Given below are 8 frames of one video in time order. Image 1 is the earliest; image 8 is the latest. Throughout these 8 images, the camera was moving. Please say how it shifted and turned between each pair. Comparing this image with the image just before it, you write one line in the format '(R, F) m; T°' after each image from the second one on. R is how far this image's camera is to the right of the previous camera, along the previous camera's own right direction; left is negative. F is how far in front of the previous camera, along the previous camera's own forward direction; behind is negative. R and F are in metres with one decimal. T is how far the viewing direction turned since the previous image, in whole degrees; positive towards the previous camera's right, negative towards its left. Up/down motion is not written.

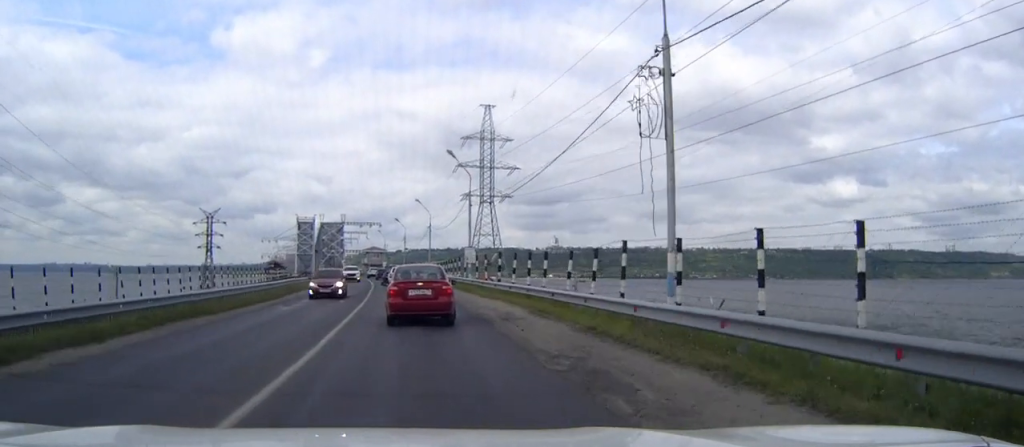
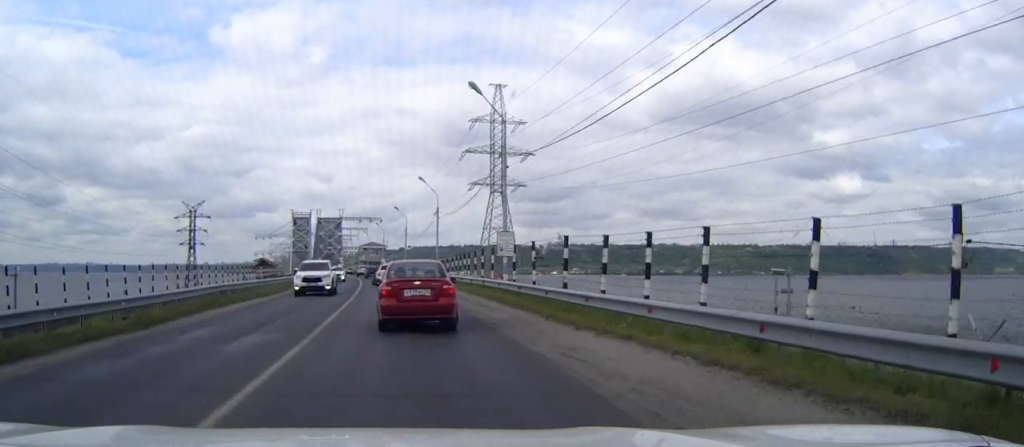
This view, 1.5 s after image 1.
(0.0, +17.6) m; 0°
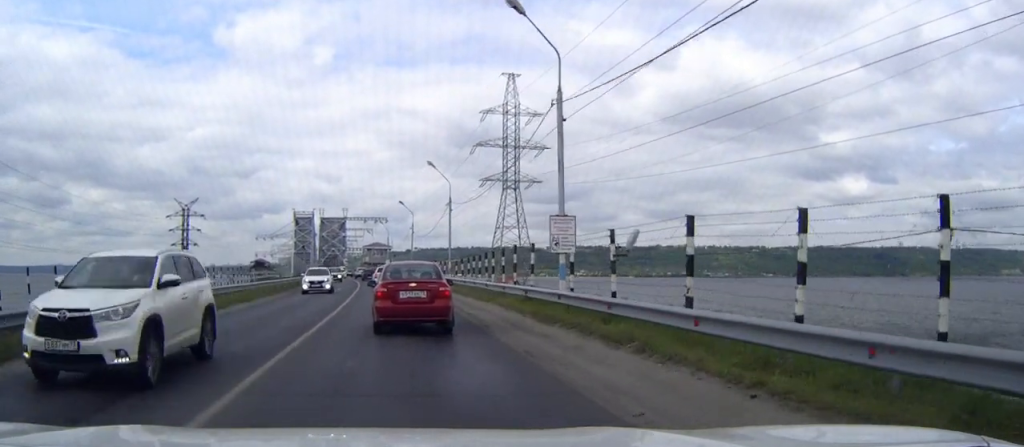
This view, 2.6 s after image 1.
(-0.1, +10.6) m; -1°
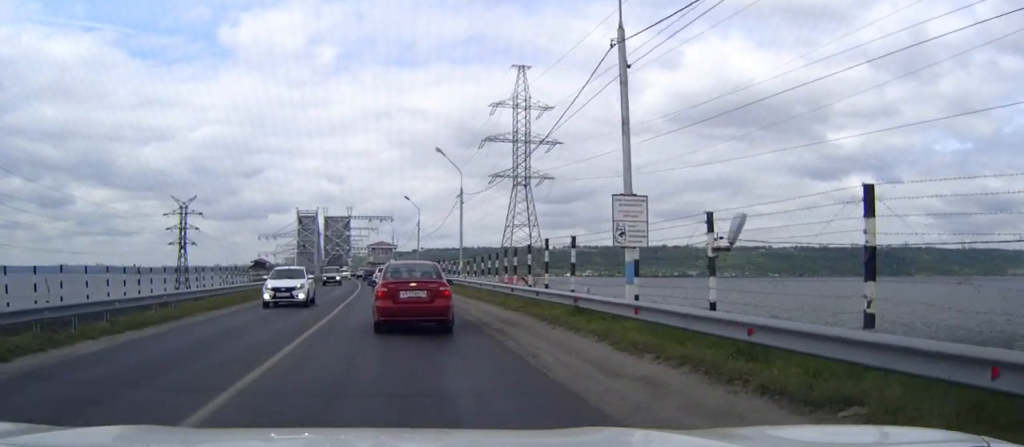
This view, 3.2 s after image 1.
(0.0, +5.7) m; 0°
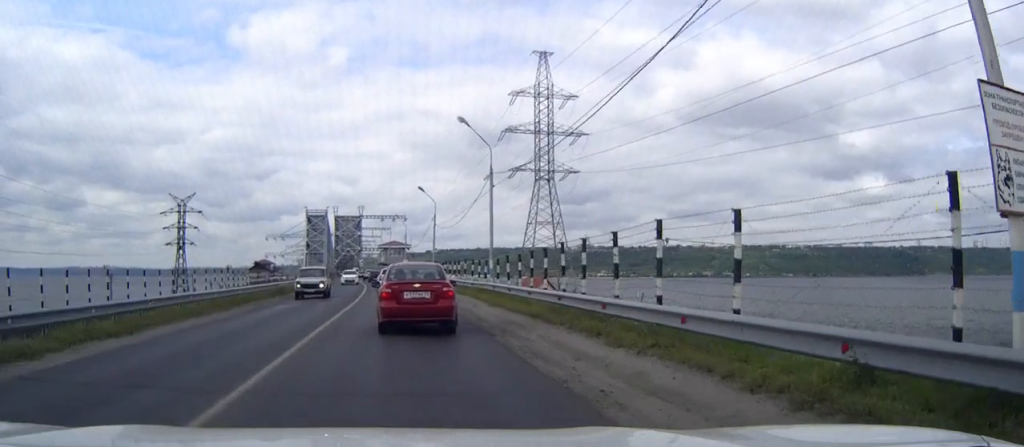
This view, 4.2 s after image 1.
(-0.1, +10.0) m; -1°
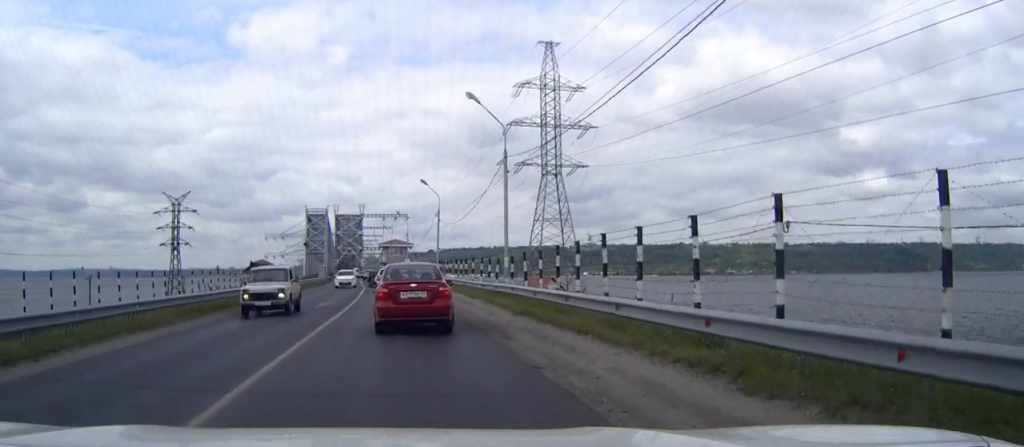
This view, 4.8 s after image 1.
(0.0, +4.9) m; 0°
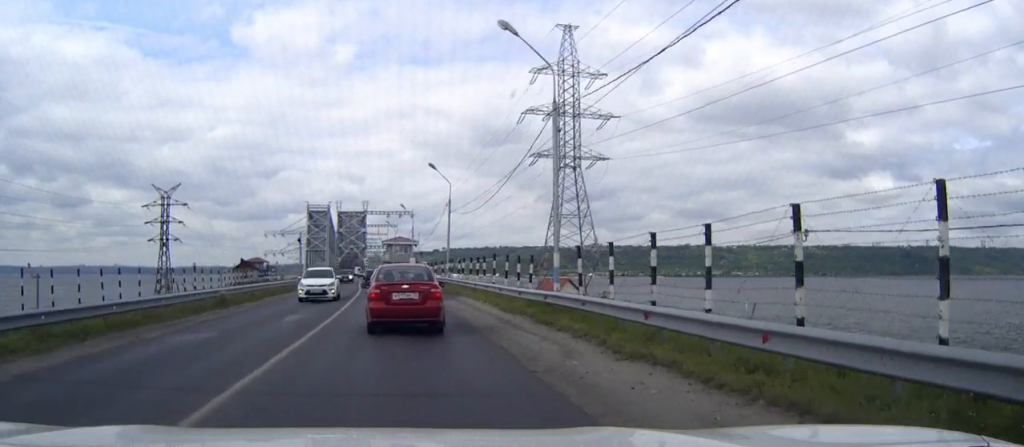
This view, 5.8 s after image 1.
(0.0, +9.6) m; 0°
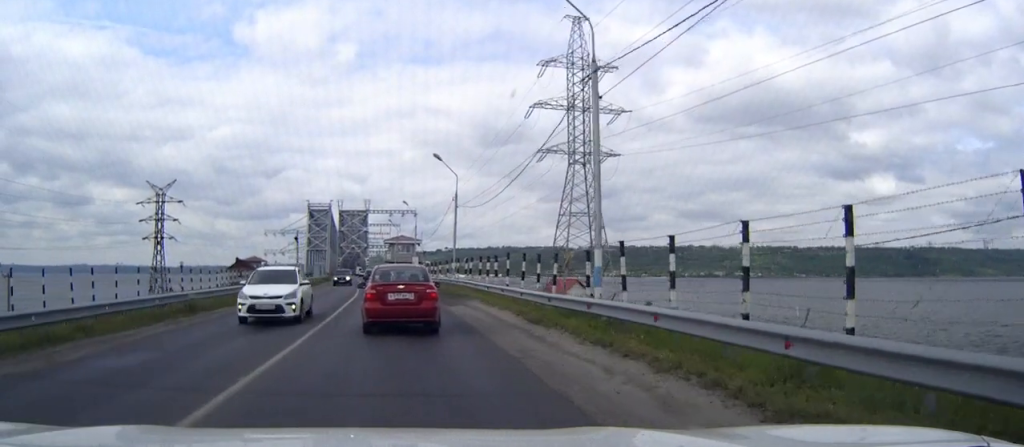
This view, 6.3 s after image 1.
(0.0, +4.4) m; 0°
